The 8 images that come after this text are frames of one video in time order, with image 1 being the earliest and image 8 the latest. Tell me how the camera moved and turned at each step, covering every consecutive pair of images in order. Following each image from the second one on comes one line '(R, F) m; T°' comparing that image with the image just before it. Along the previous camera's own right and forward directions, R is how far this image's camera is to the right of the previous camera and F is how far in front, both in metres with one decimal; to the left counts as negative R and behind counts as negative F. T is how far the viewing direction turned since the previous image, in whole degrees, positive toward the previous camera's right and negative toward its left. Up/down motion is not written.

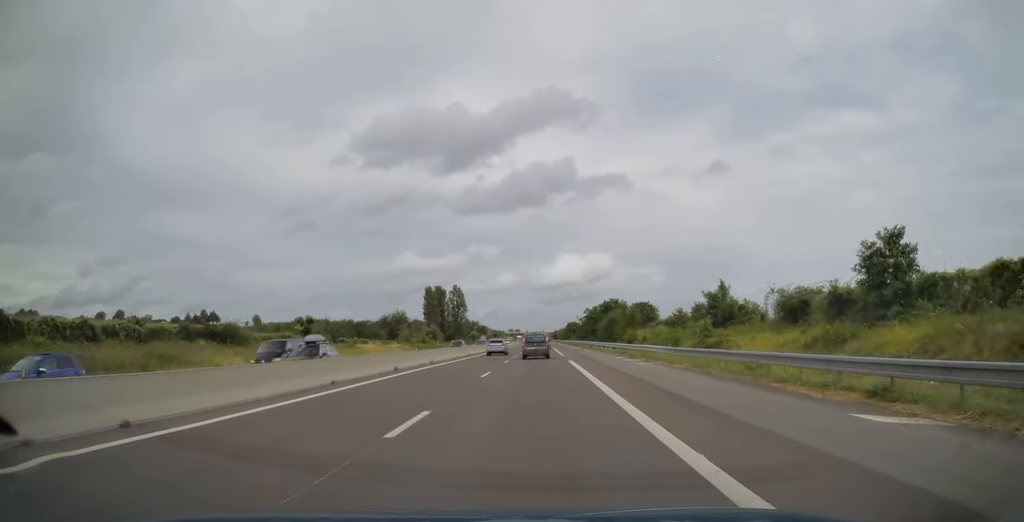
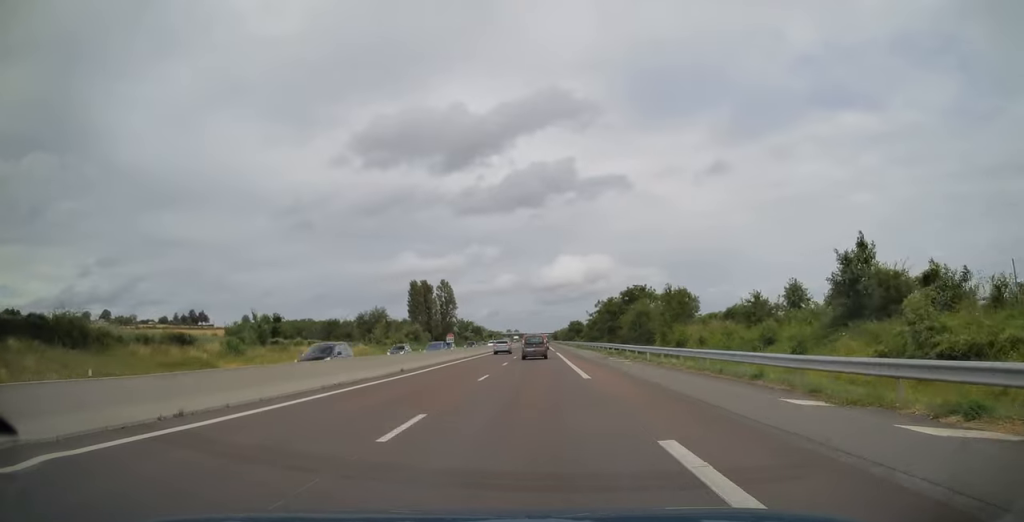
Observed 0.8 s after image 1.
(0.0, +26.4) m; 0°
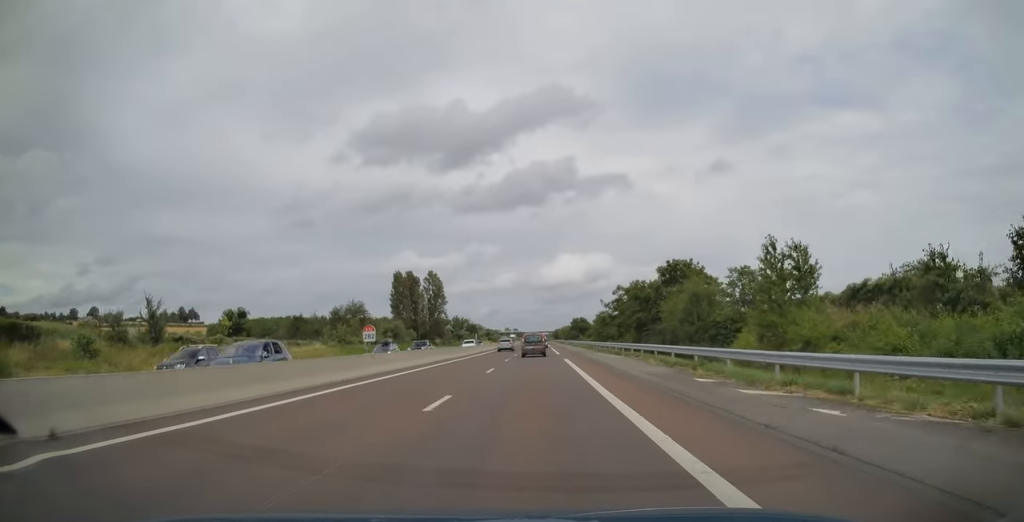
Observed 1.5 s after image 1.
(-0.2, +22.6) m; 0°
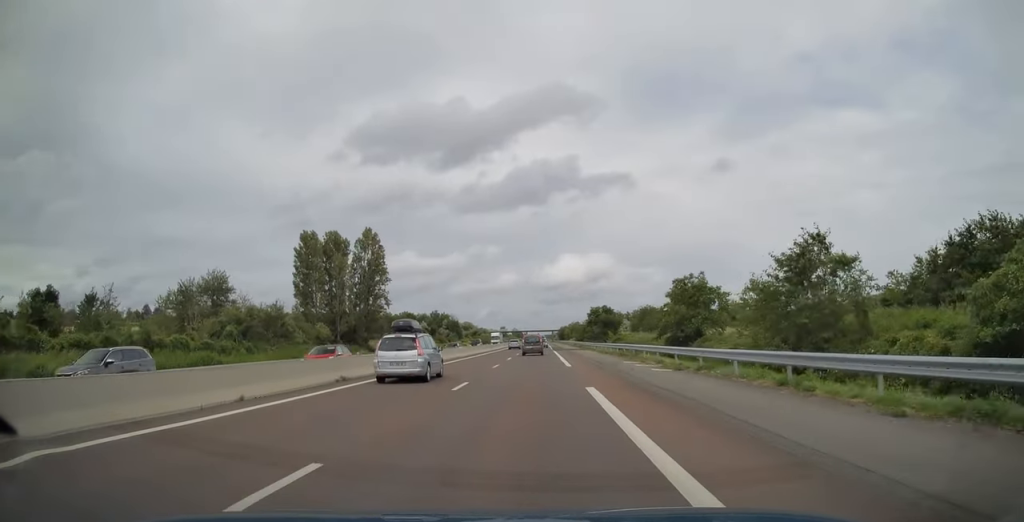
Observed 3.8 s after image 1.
(-0.2, +73.2) m; 0°
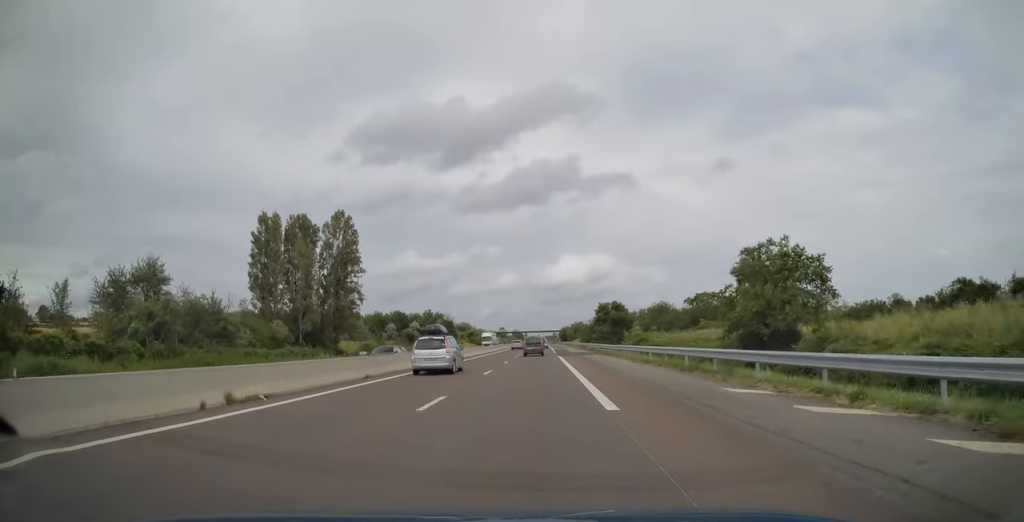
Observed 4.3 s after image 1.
(-0.1, +17.8) m; 0°
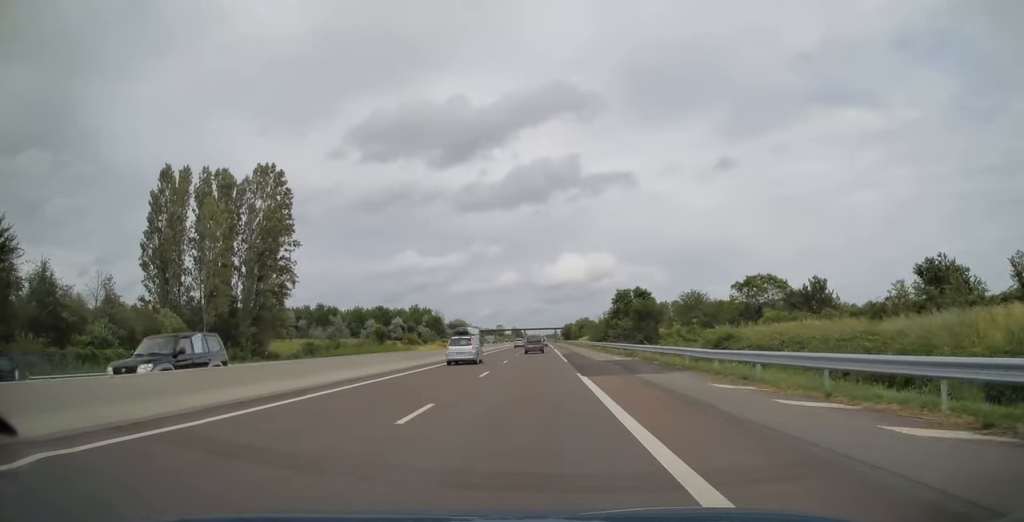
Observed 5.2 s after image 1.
(+0.4, +28.0) m; 0°
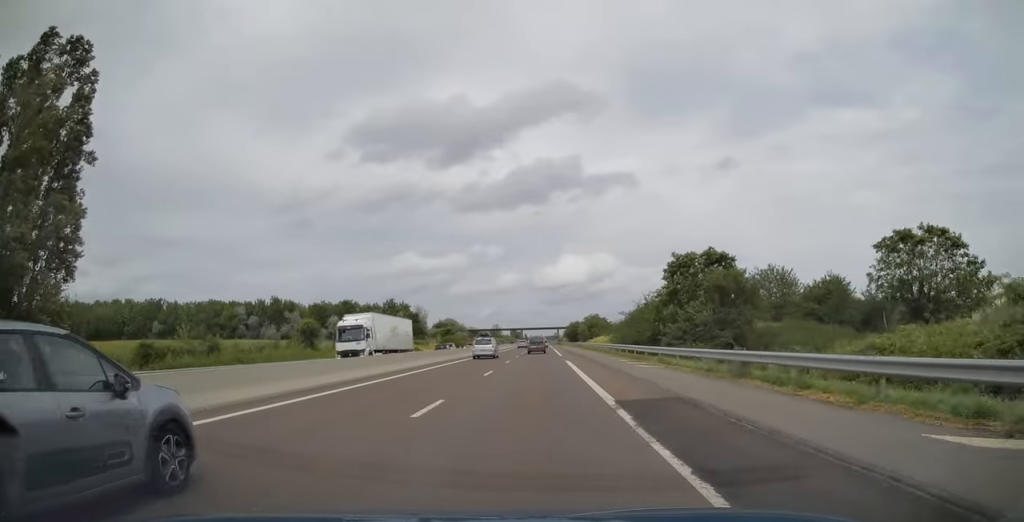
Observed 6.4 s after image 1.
(-0.4, +38.2) m; -1°
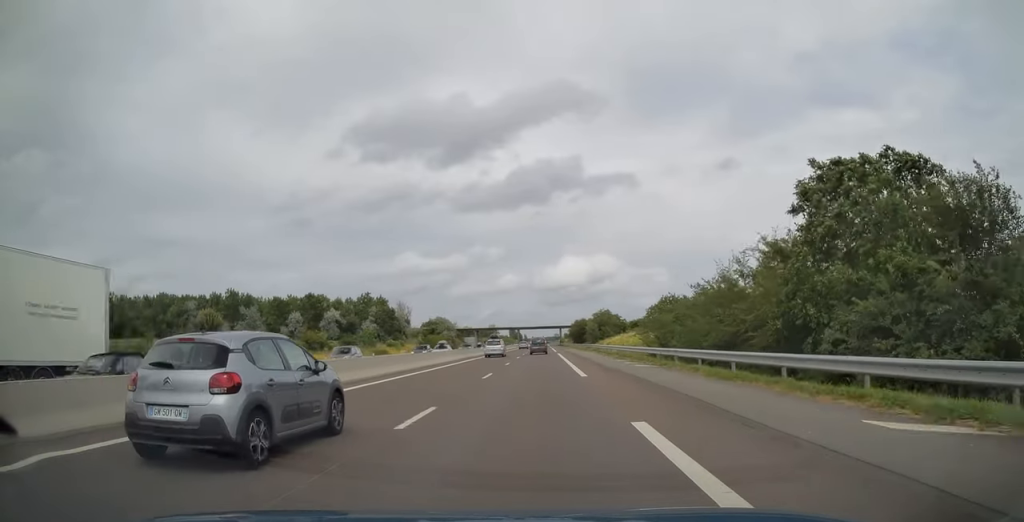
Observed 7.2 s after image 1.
(+0.1, +27.5) m; +1°
